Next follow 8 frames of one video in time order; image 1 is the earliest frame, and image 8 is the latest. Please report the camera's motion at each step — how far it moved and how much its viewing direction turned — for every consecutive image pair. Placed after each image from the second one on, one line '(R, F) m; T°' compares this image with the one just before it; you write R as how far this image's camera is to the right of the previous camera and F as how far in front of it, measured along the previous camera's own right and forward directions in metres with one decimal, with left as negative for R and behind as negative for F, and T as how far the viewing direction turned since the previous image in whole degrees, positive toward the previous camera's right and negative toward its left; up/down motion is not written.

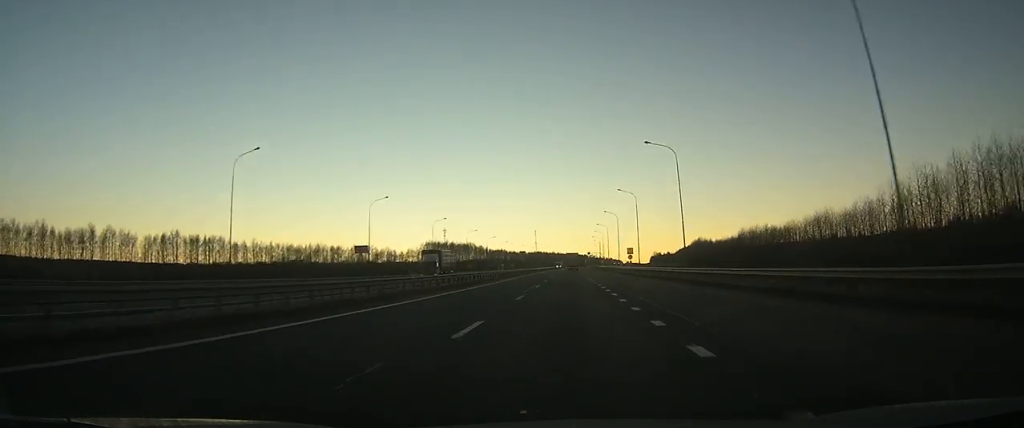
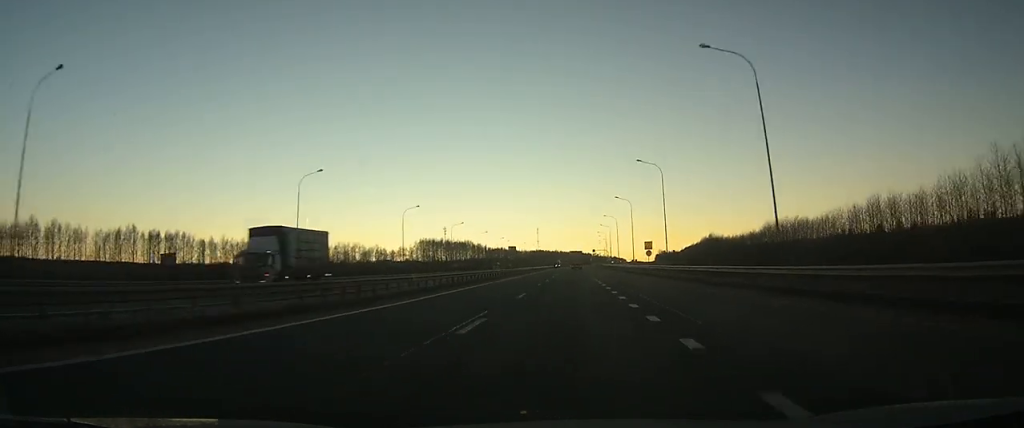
(-0.1, +22.3) m; 0°
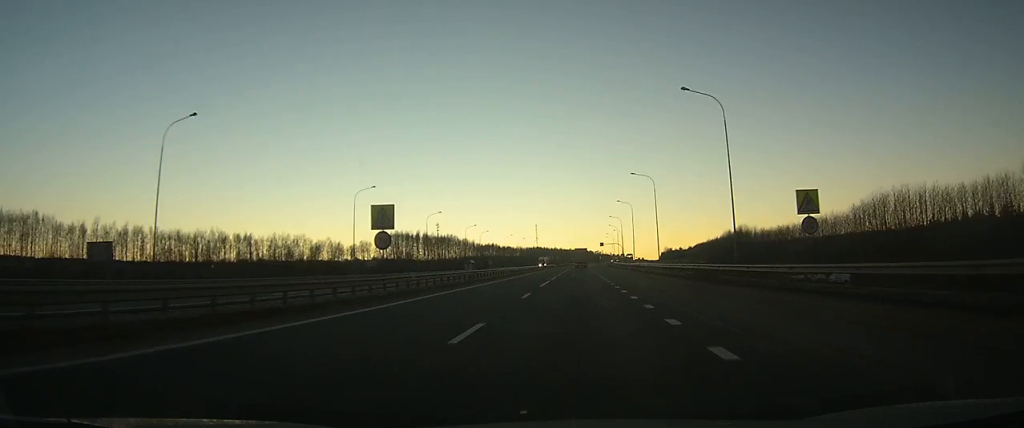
(-0.2, +58.1) m; 0°
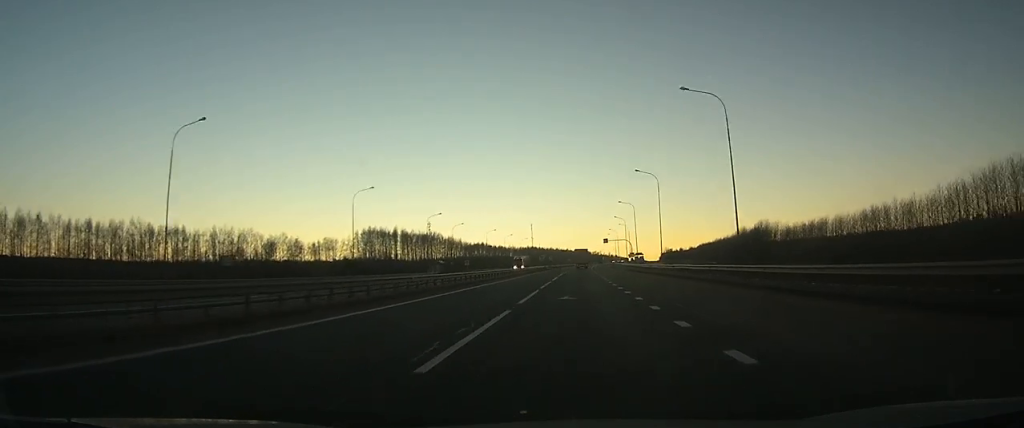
(0.0, +34.3) m; 0°
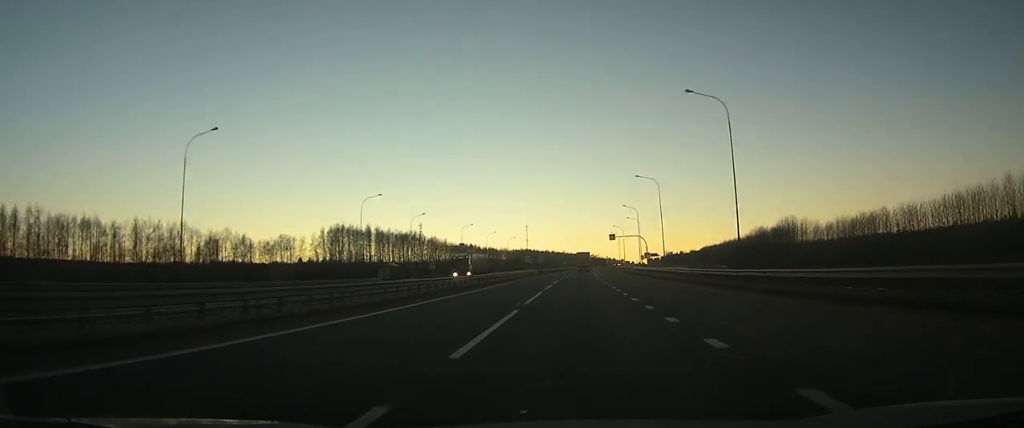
(+0.1, +33.0) m; 0°
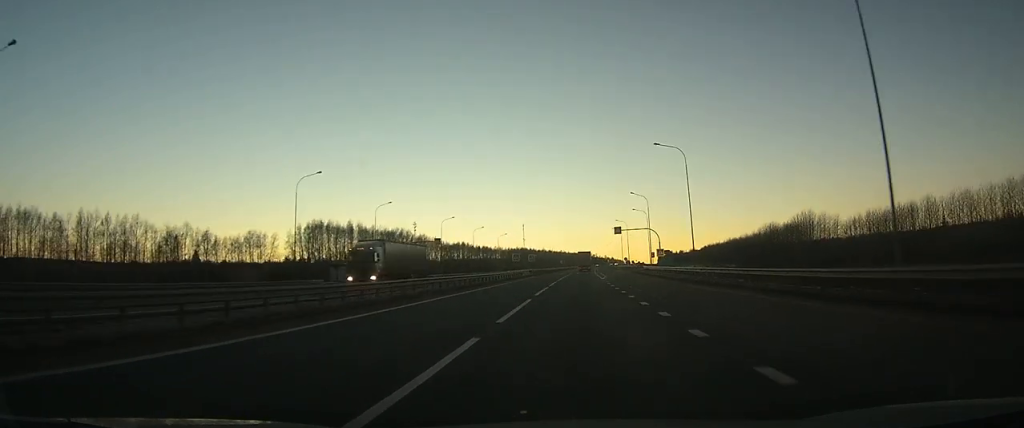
(0.0, +19.3) m; 0°
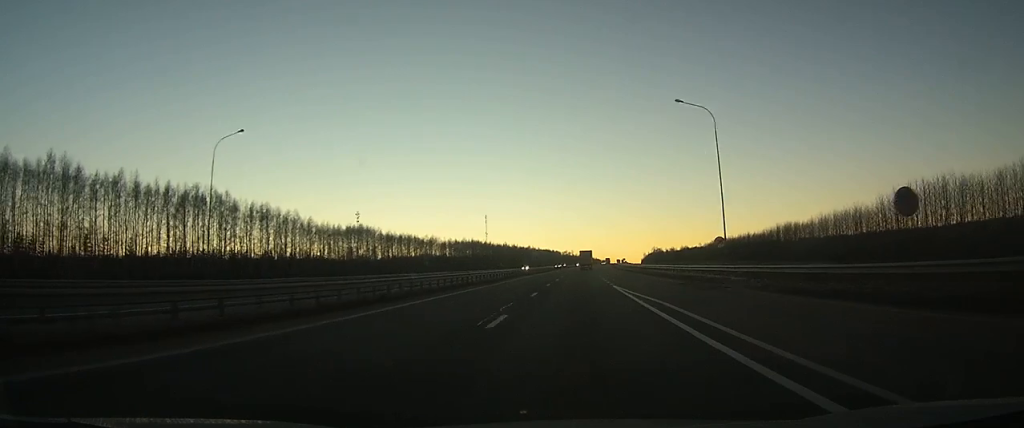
(+2.2, +138.2) m; +2°
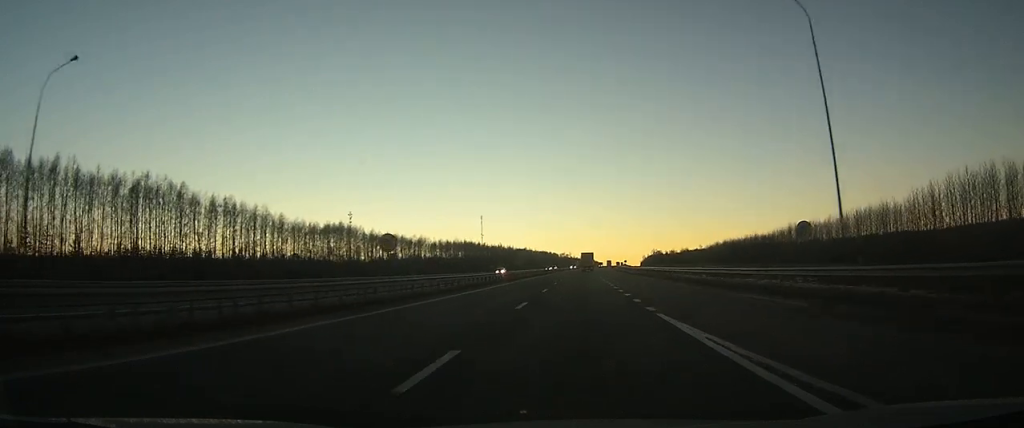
(+0.1, +17.2) m; 0°
